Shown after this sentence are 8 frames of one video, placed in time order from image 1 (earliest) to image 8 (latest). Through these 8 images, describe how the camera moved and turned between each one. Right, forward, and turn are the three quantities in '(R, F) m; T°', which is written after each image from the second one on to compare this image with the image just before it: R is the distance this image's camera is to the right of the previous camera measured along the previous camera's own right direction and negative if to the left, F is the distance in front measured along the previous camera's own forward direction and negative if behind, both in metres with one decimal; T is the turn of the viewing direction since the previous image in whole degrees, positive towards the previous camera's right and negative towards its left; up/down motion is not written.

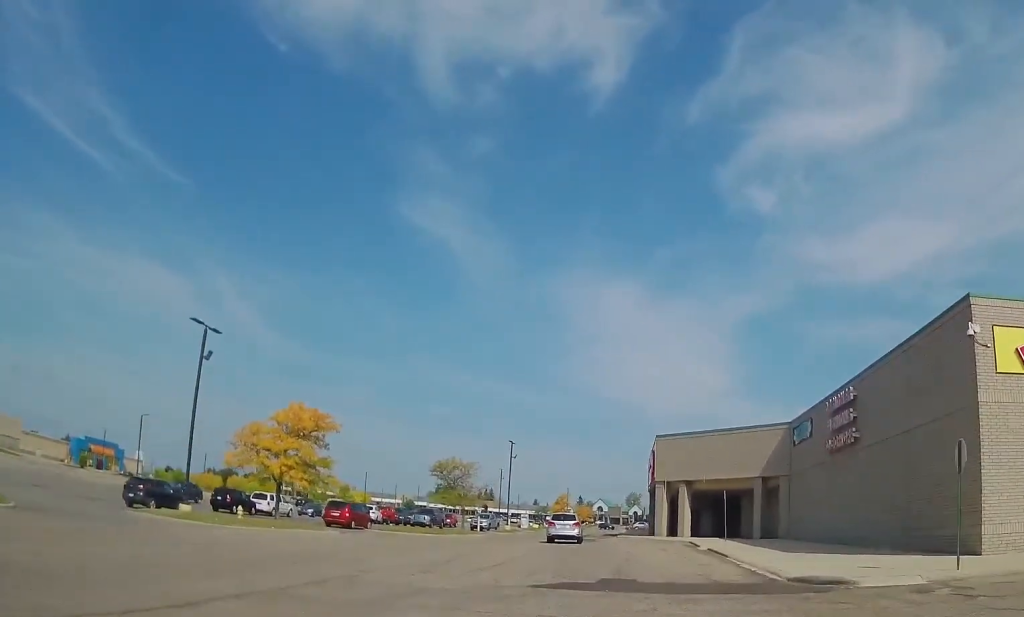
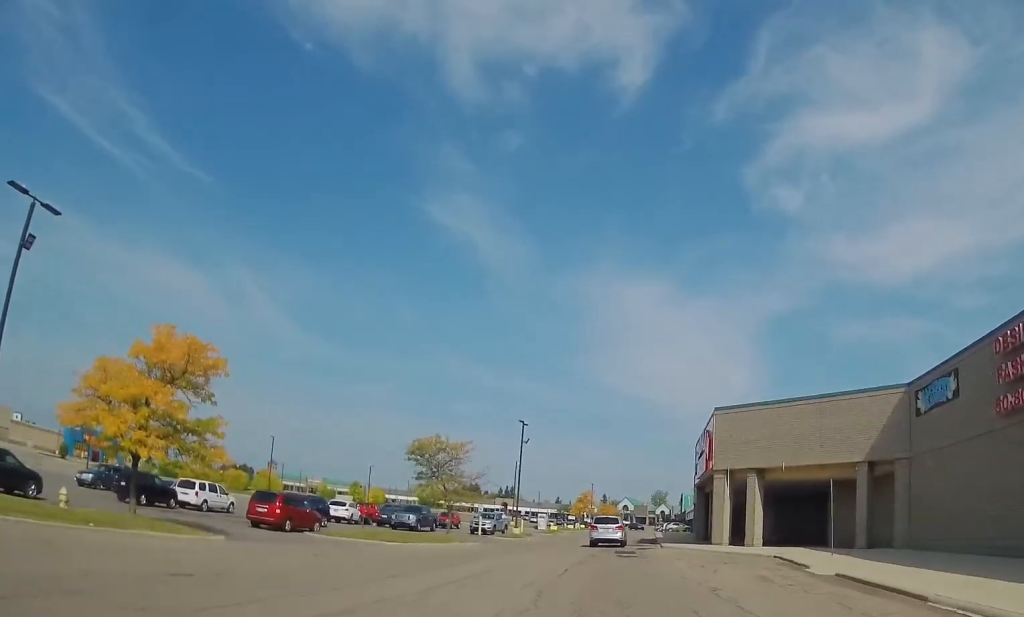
(+0.3, +14.6) m; -1°
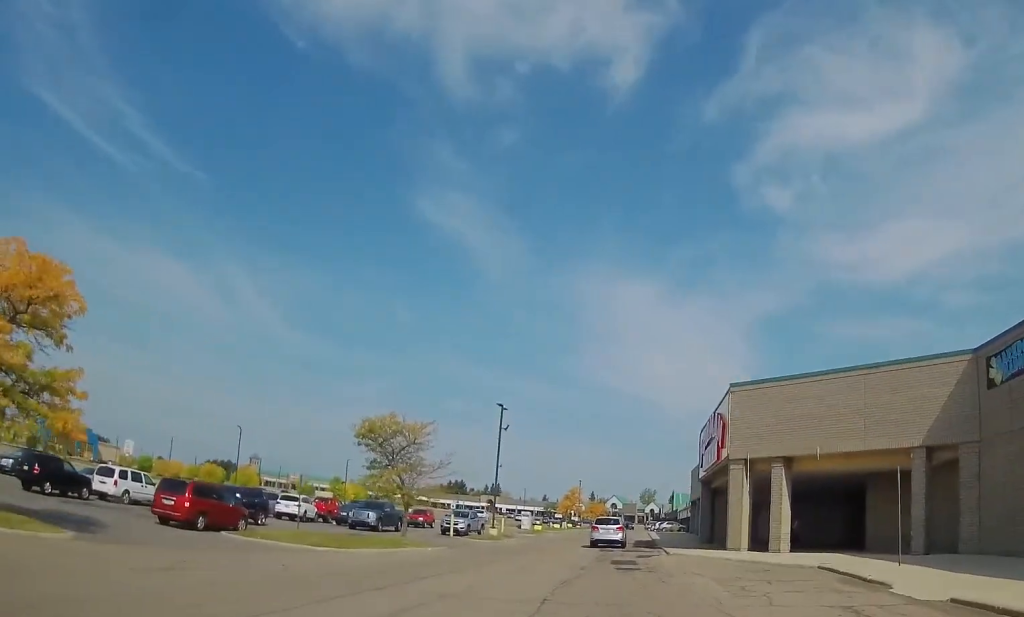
(-0.1, +7.3) m; +1°
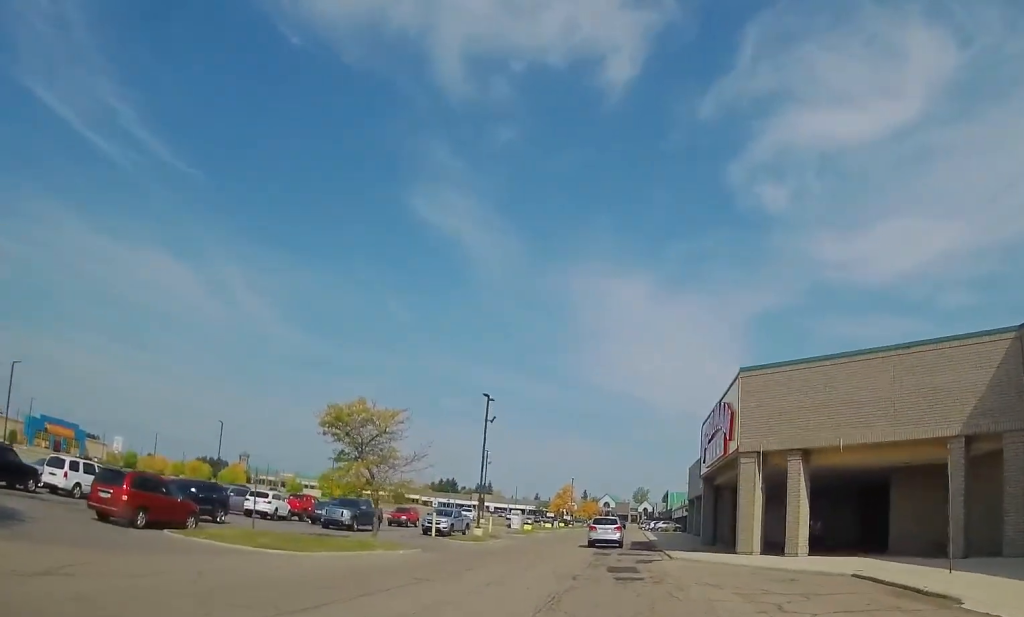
(0.0, +3.6) m; +1°
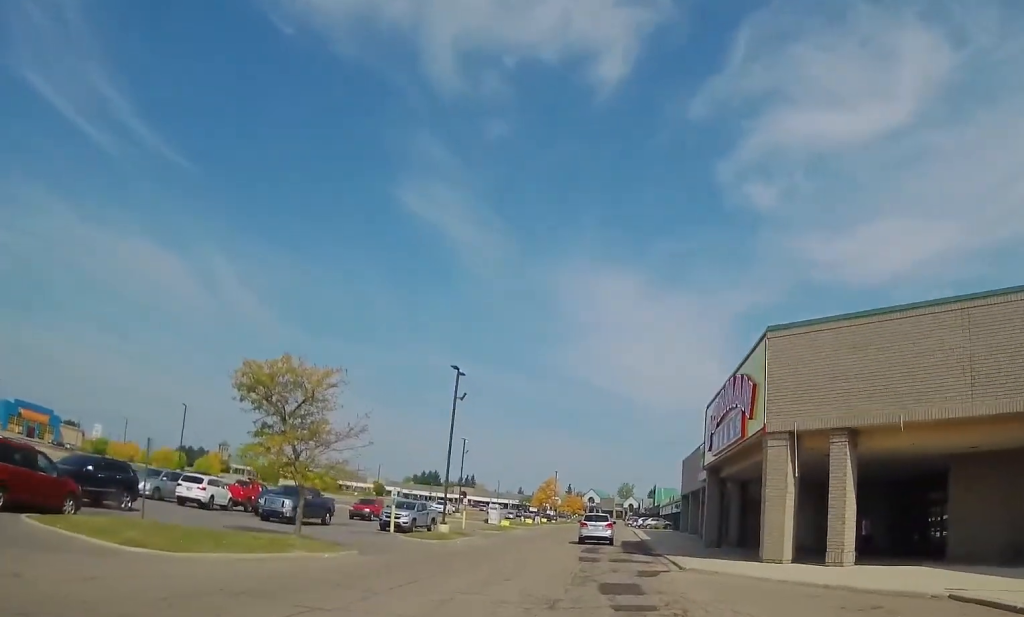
(+0.3, +6.3) m; 0°
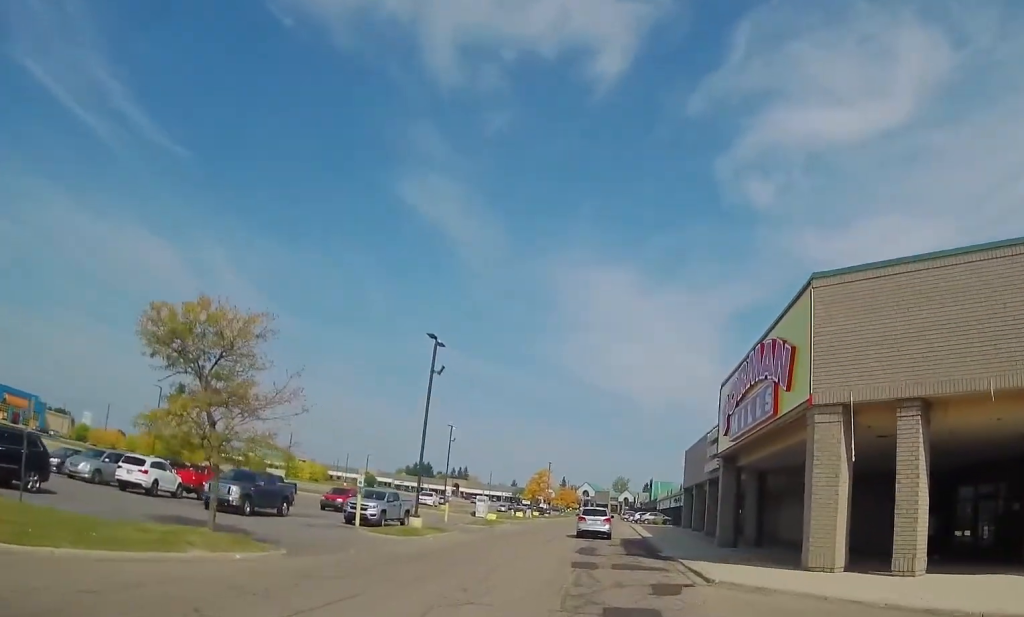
(-0.3, +4.9) m; 0°
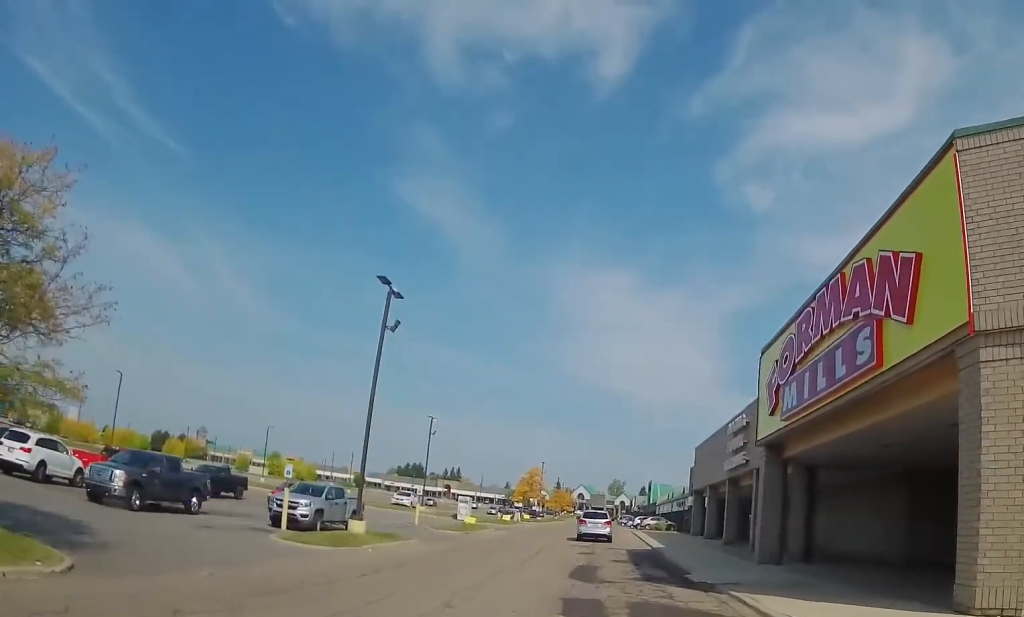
(+0.2, +7.8) m; 0°
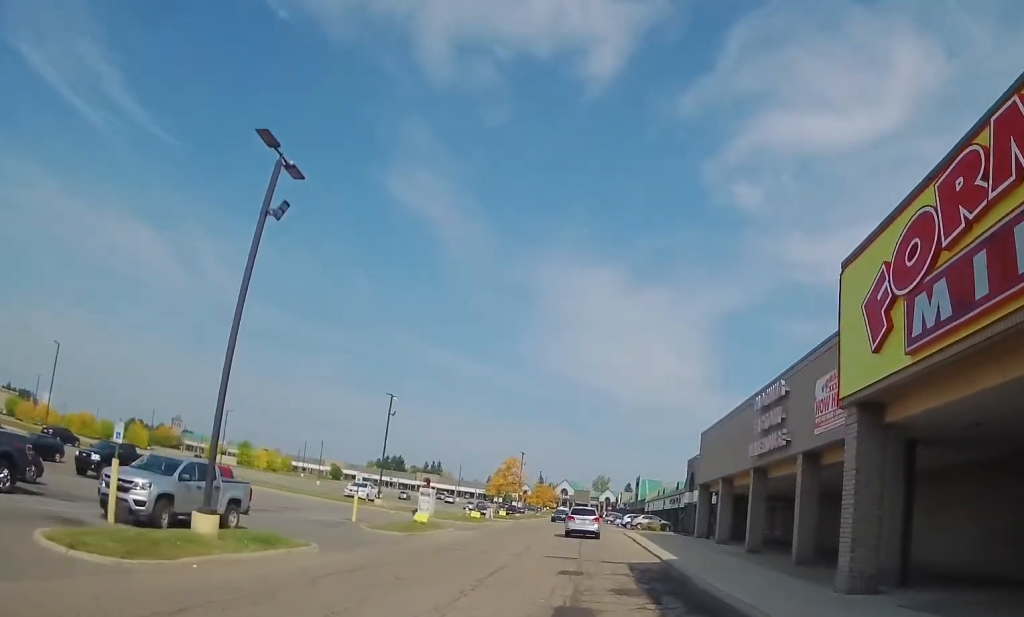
(-0.3, +9.3) m; 0°
